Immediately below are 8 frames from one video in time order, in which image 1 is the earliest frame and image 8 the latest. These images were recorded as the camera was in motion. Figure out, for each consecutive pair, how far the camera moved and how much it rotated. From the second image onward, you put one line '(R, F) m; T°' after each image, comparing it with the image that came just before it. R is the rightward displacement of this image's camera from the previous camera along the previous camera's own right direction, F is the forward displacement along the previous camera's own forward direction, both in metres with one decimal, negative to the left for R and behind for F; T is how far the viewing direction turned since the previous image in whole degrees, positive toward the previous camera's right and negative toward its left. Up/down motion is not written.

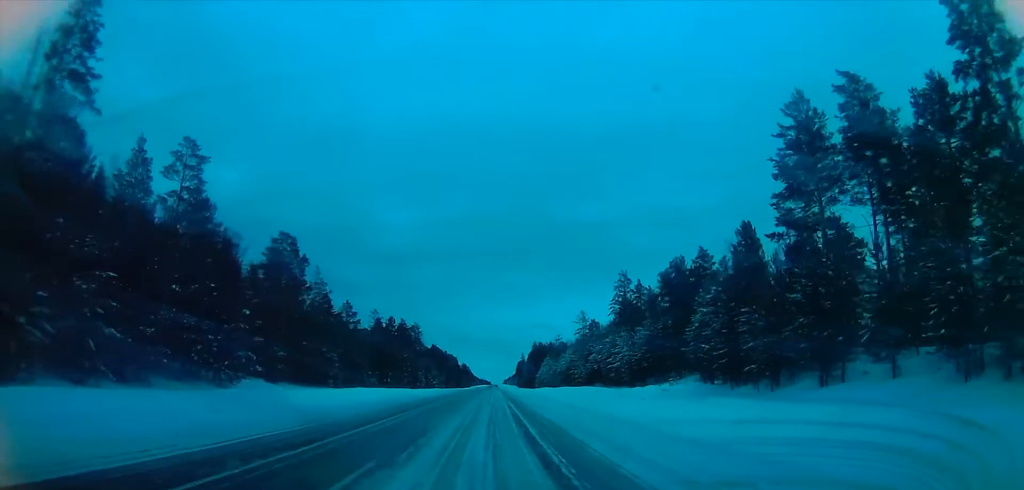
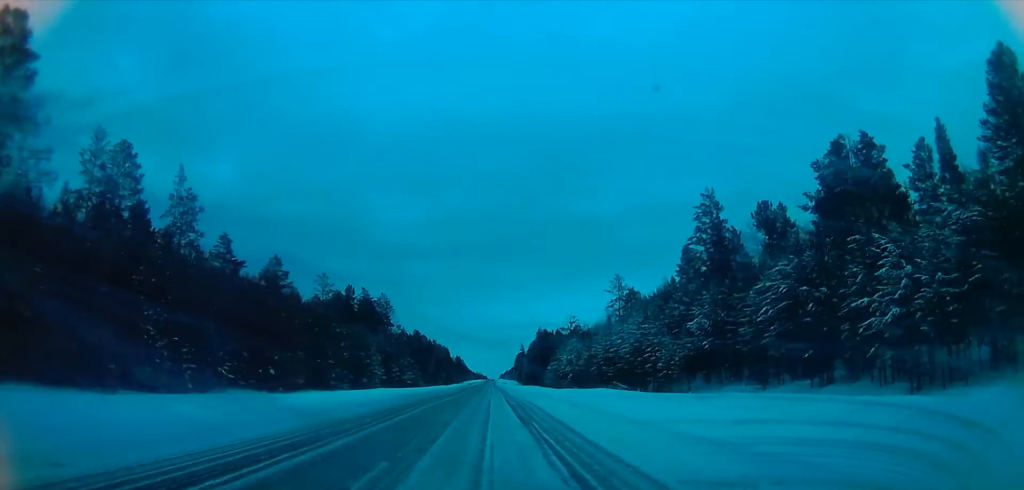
(+1.4, +63.6) m; 0°
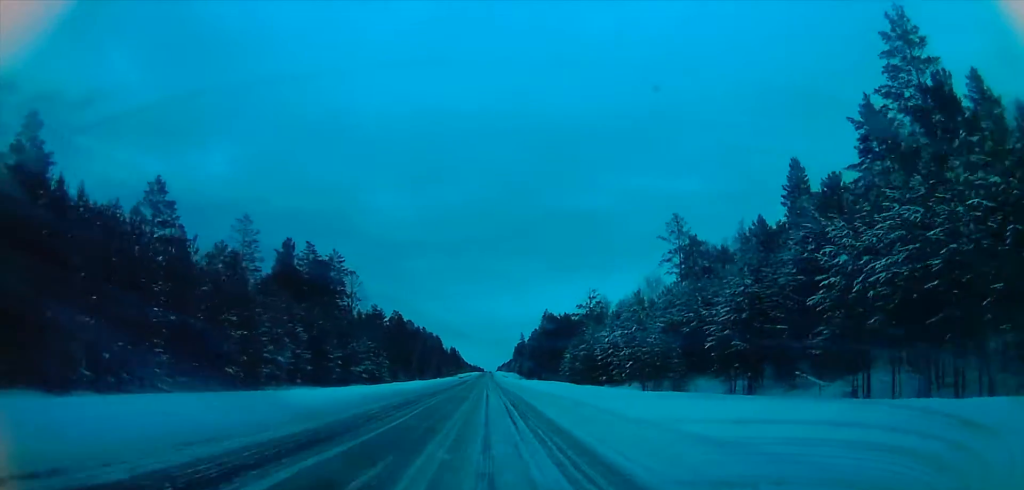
(-1.5, +52.9) m; -2°
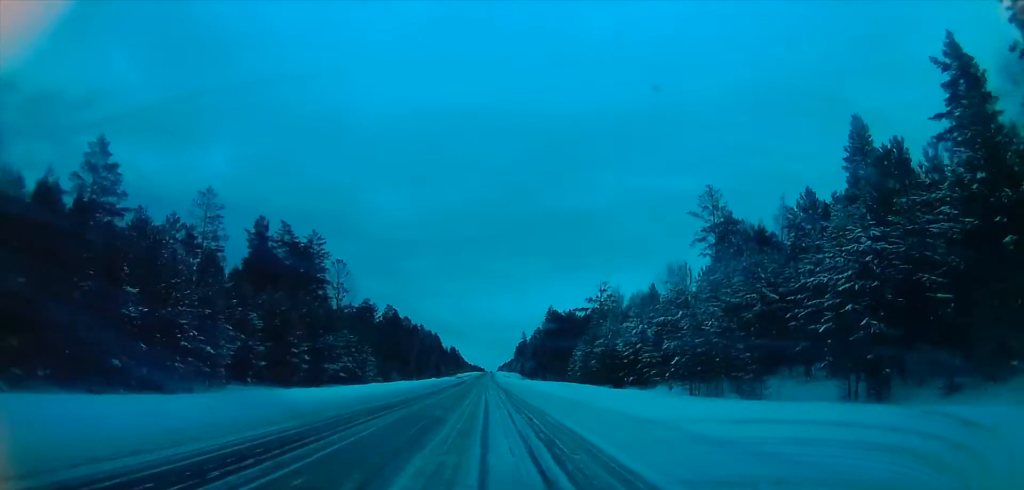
(0.0, +16.5) m; 0°
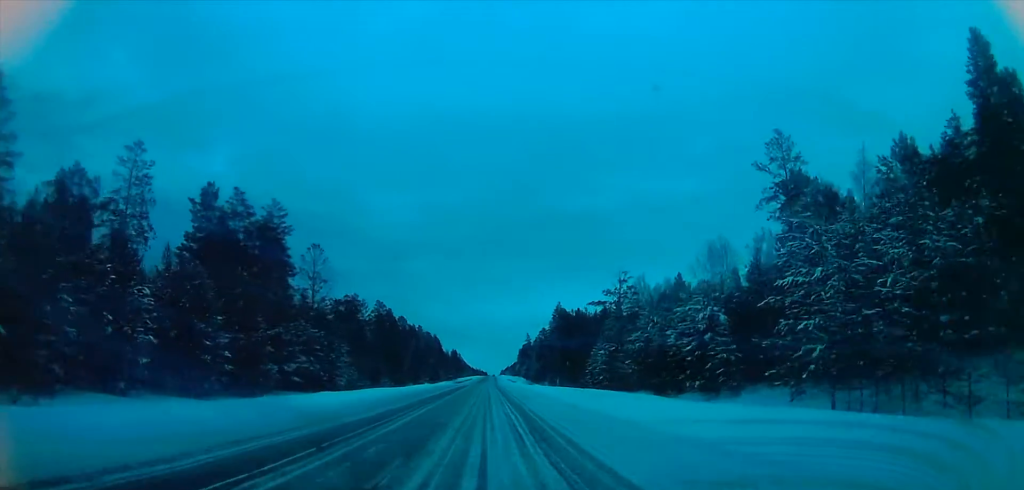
(0.0, +20.5) m; 0°
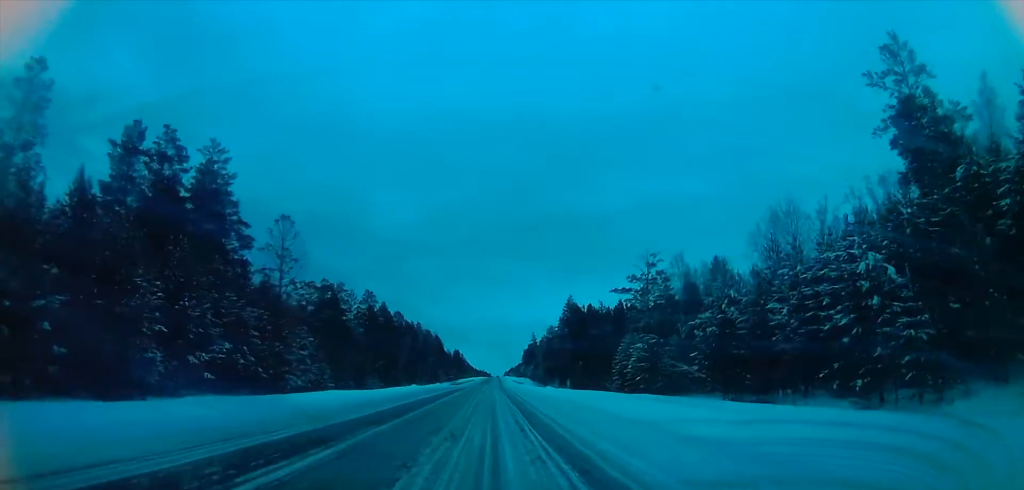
(0.0, +20.5) m; 0°
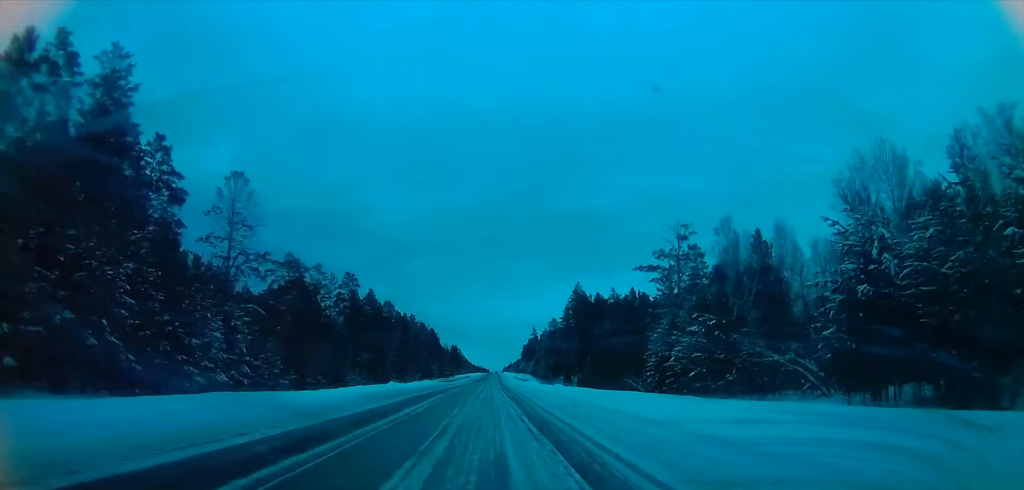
(0.0, +19.4) m; 0°
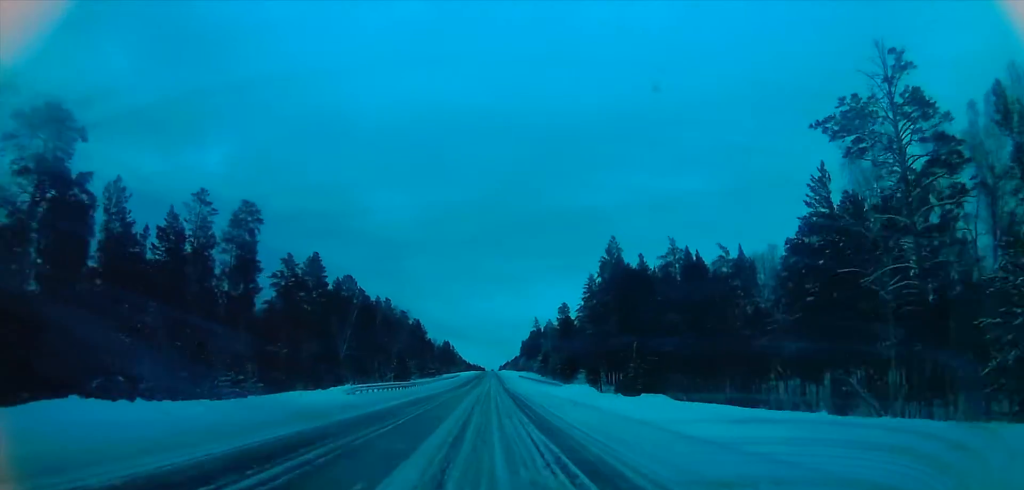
(+0.5, +58.0) m; +1°
